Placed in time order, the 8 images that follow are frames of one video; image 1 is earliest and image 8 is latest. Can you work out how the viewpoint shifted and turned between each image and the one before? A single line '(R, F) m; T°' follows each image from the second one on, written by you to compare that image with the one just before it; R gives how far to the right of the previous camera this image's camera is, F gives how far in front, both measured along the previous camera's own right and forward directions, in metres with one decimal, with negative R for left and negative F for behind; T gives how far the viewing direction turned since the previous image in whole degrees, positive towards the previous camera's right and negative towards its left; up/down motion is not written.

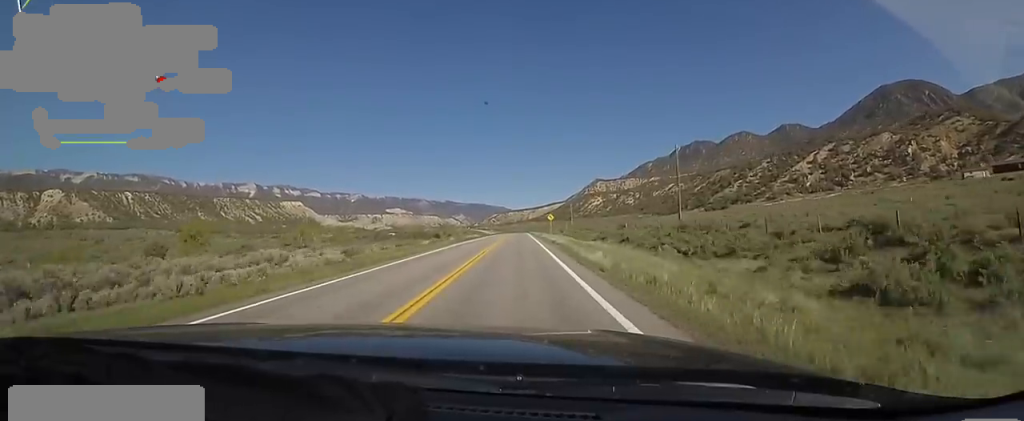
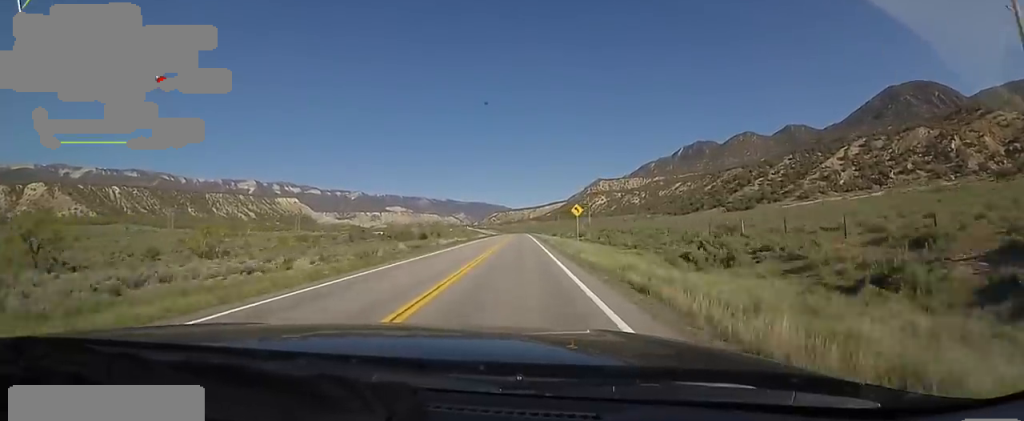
(+1.5, +37.9) m; +2°
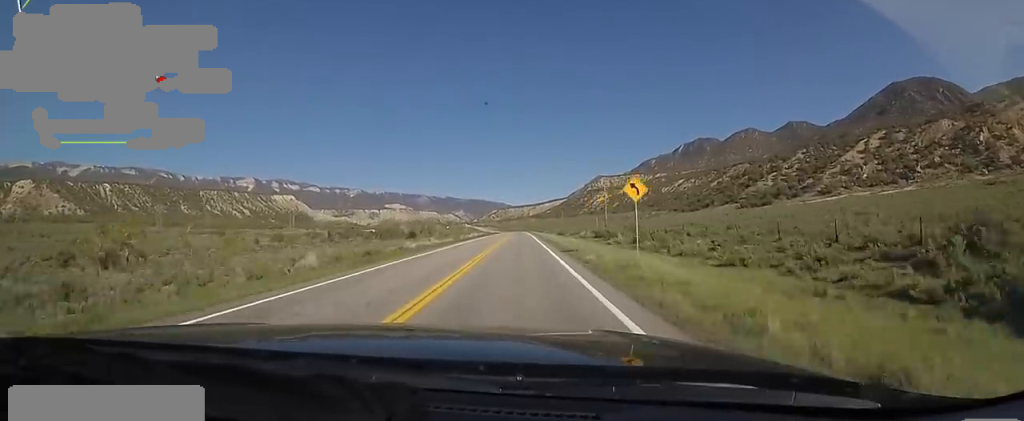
(-0.3, +23.2) m; -1°
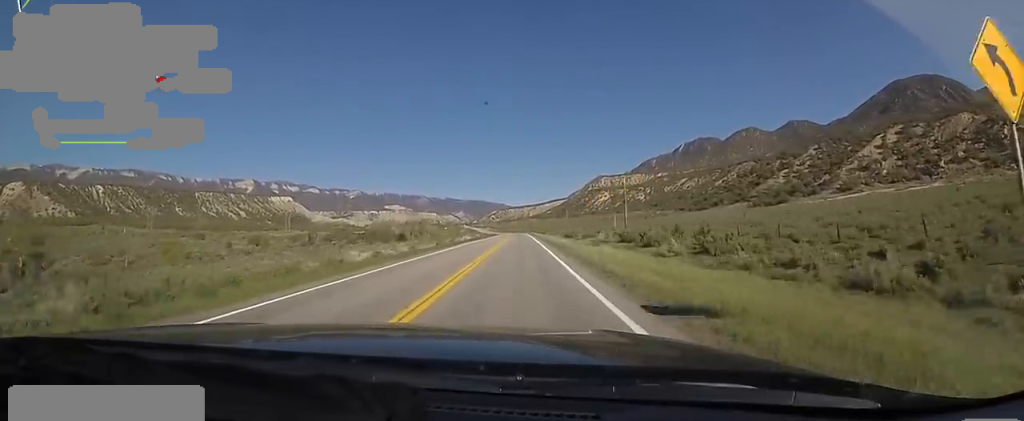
(-0.2, +18.2) m; -1°
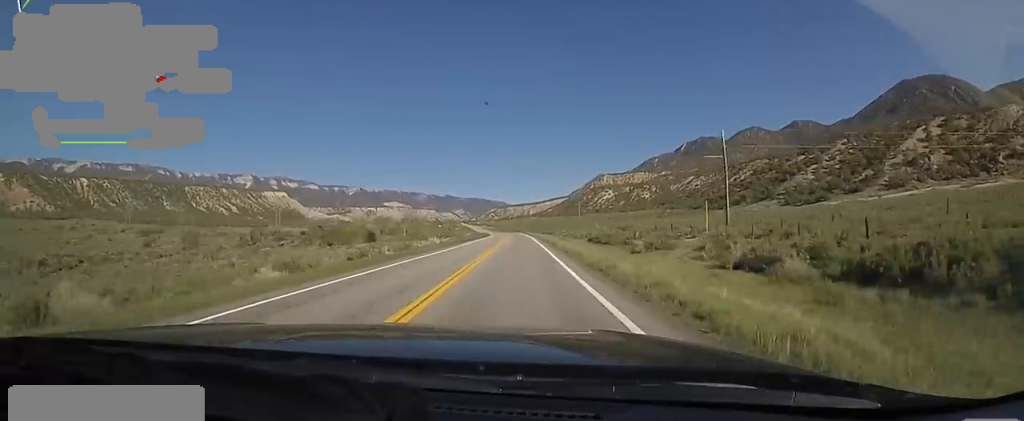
(-0.2, +38.4) m; 0°
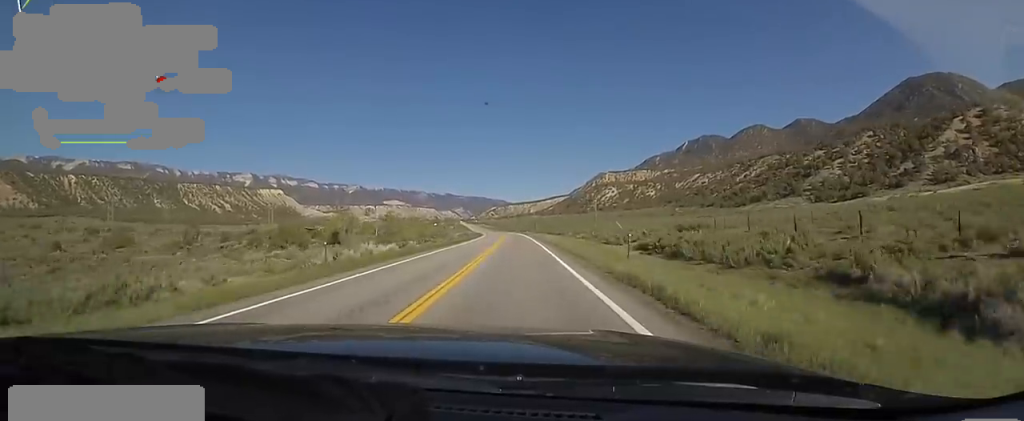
(0.0, +29.3) m; 0°
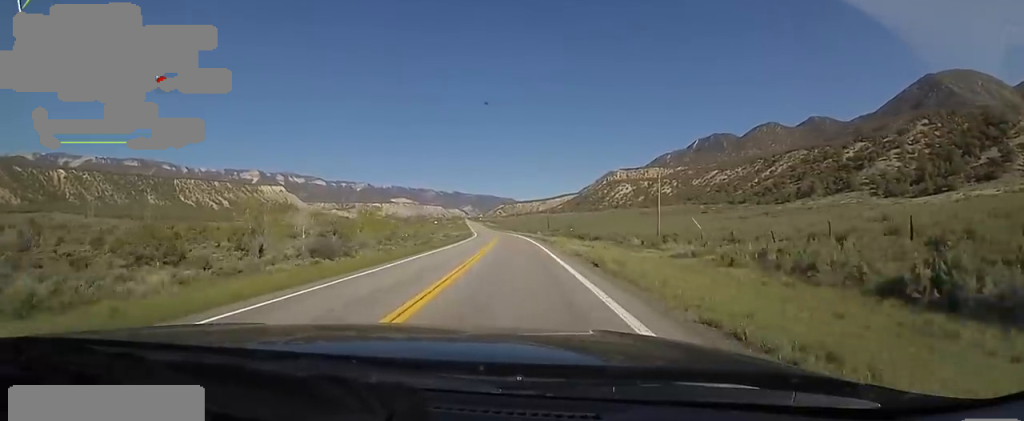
(+0.2, +44.8) m; -1°
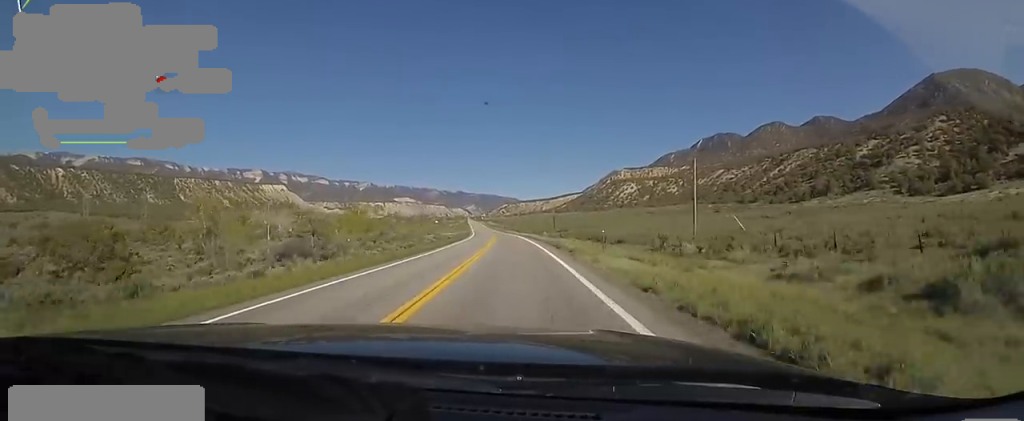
(-0.3, +12.3) m; -1°
